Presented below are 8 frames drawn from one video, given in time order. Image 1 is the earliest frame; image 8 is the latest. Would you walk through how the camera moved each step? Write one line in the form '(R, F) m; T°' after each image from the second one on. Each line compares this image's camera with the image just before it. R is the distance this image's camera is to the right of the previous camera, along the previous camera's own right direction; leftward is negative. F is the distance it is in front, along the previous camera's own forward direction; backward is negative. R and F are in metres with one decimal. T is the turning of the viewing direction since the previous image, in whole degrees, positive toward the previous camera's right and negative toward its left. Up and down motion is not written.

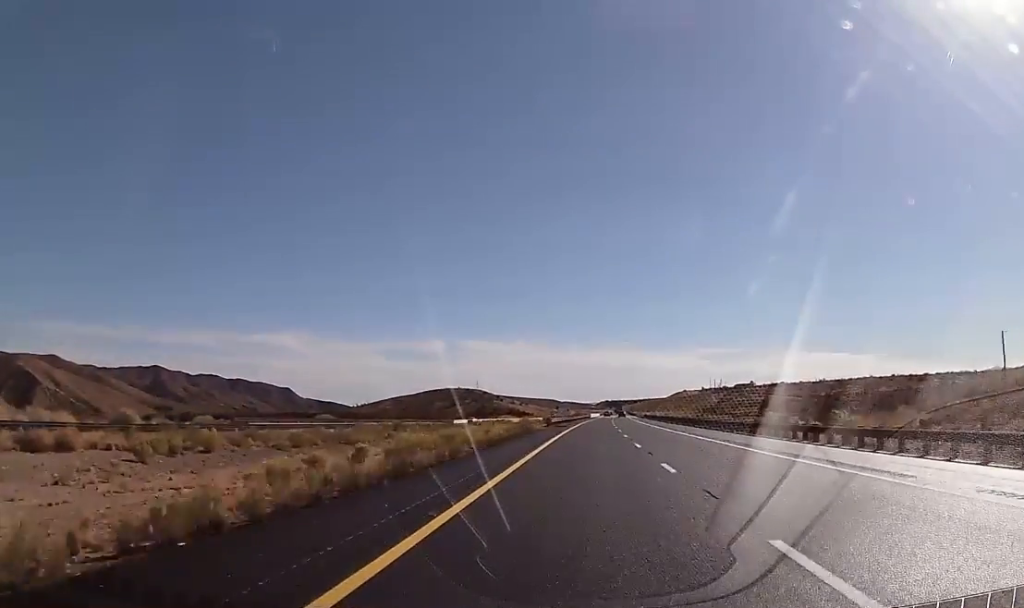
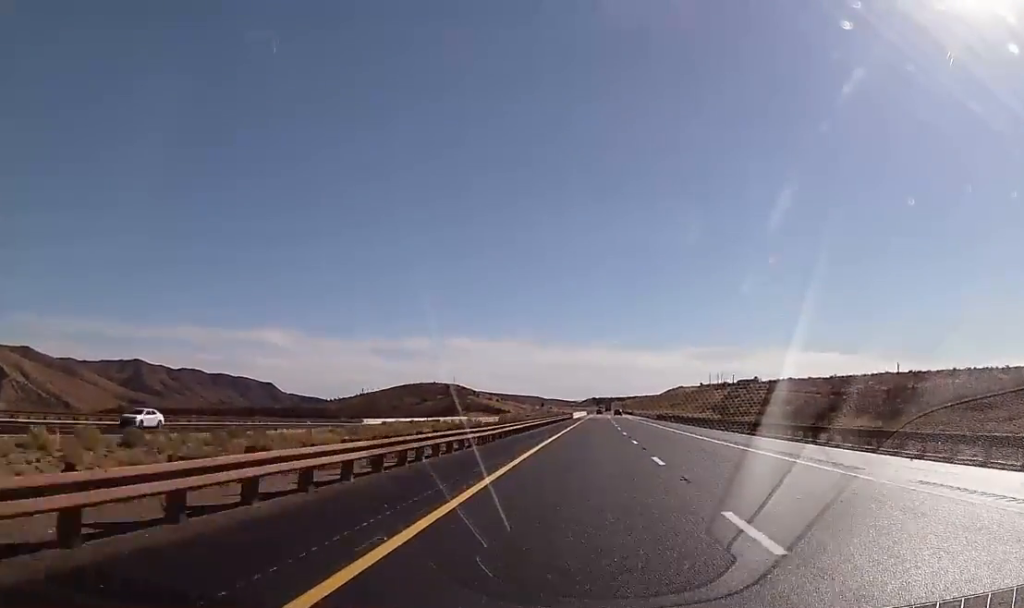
(+0.7, +70.6) m; +2°
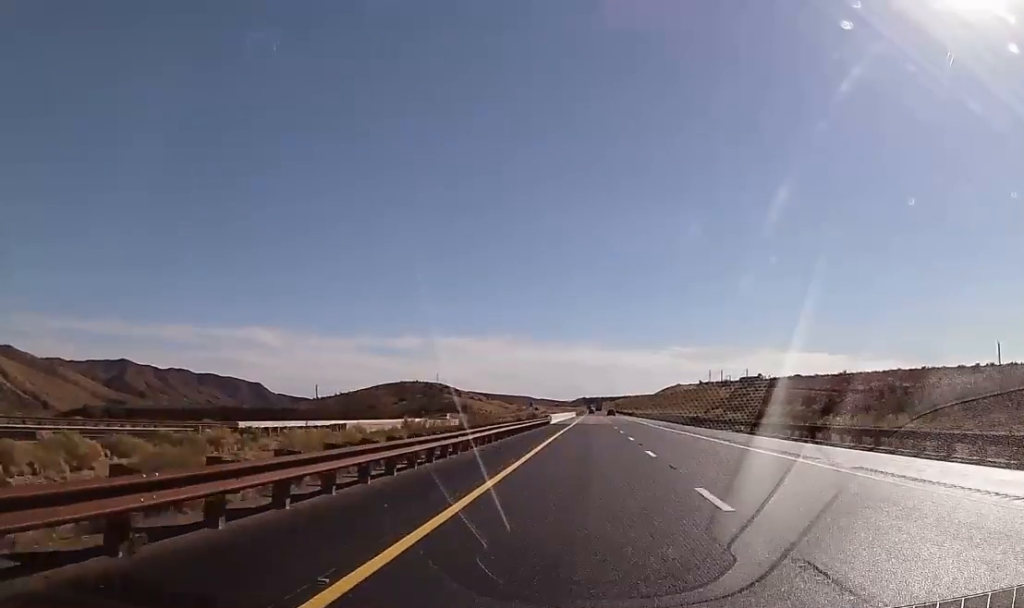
(+0.4, +45.6) m; 0°
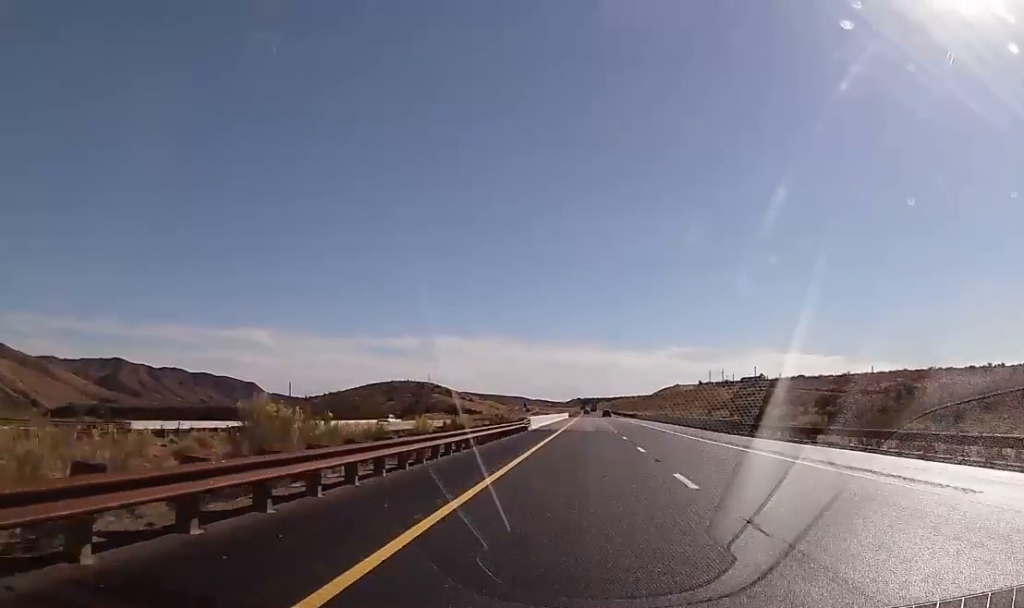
(0.0, +21.5) m; 0°
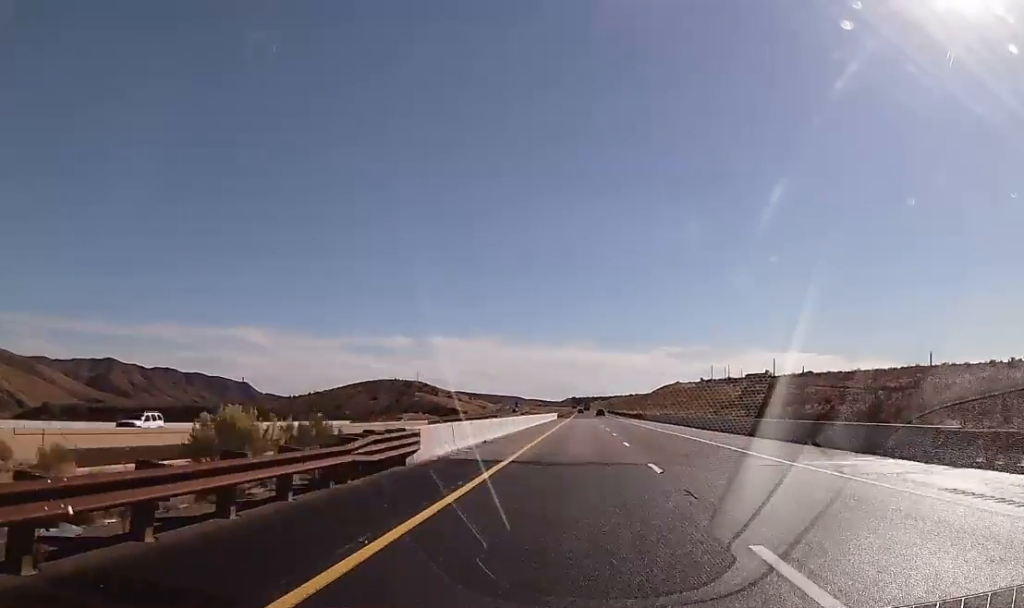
(0.0, +32.9) m; +1°
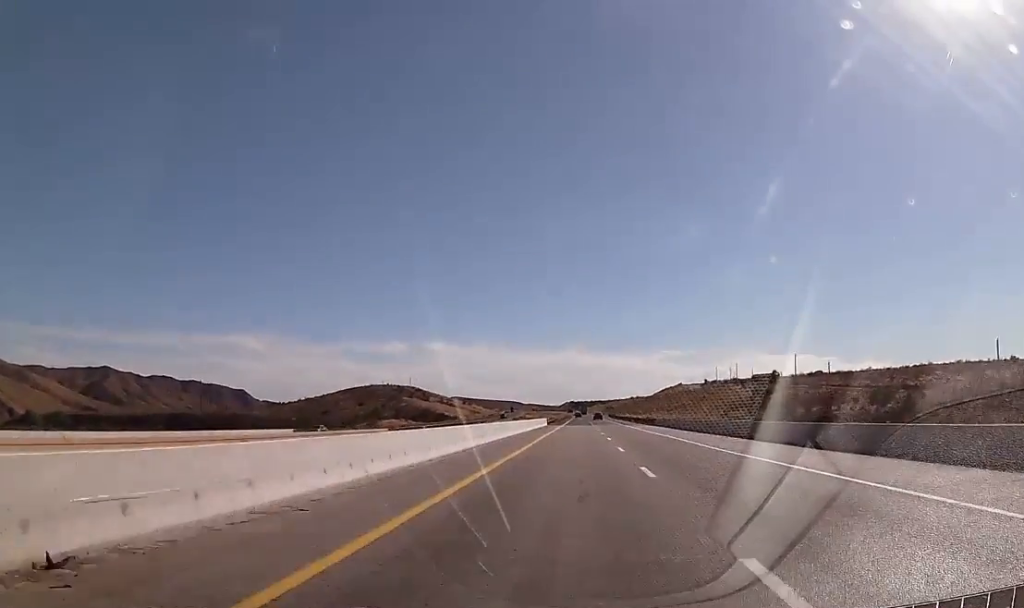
(+0.3, +25.3) m; 0°
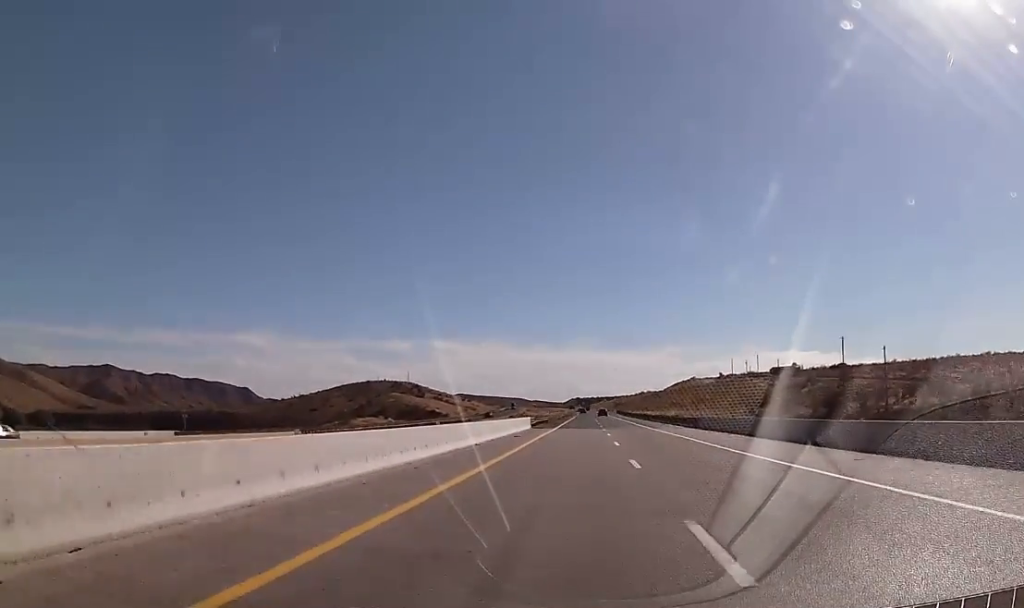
(+0.1, +35.5) m; 0°
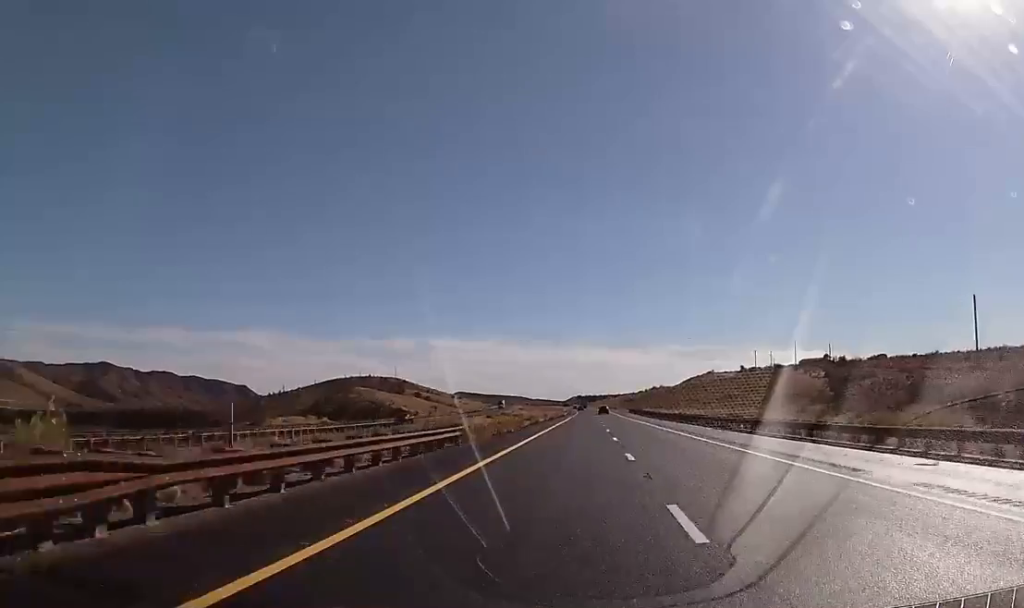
(-0.6, +59.3) m; -1°
